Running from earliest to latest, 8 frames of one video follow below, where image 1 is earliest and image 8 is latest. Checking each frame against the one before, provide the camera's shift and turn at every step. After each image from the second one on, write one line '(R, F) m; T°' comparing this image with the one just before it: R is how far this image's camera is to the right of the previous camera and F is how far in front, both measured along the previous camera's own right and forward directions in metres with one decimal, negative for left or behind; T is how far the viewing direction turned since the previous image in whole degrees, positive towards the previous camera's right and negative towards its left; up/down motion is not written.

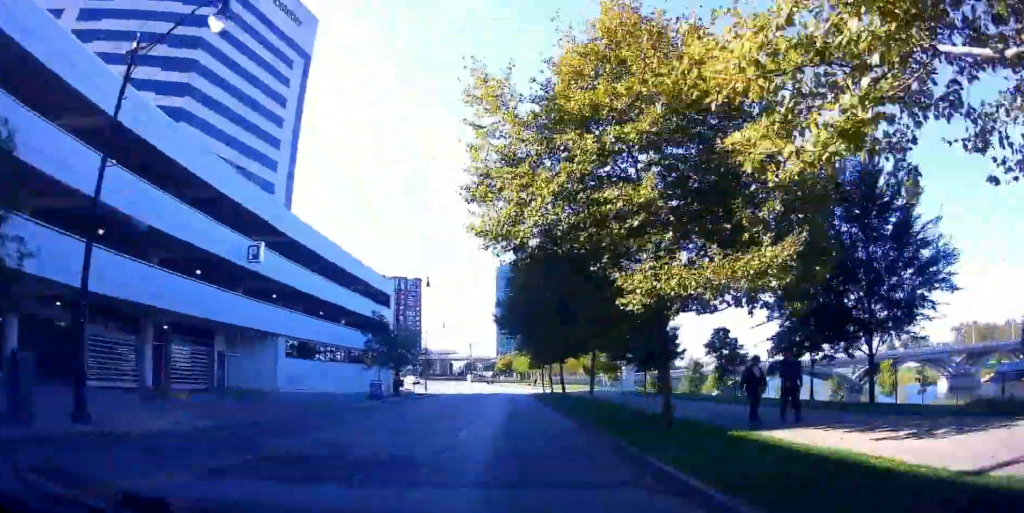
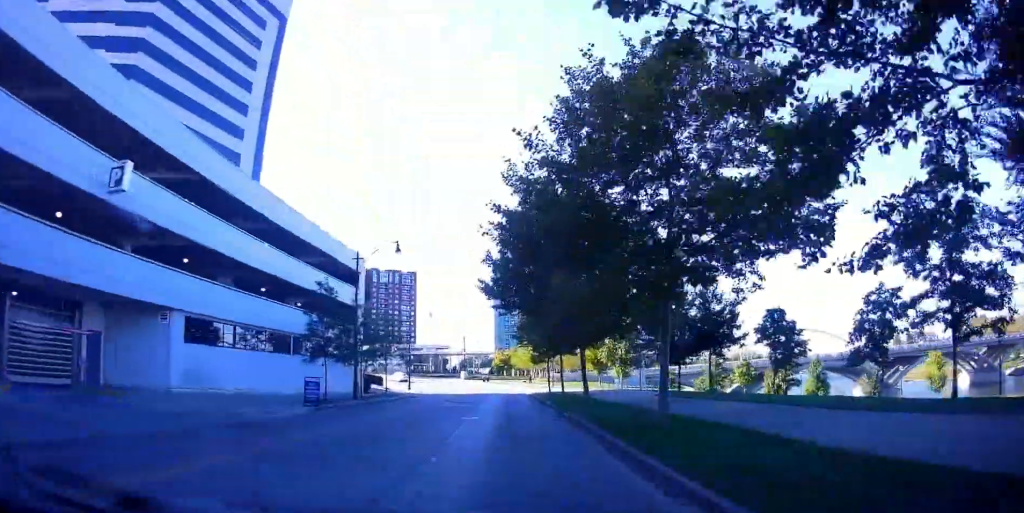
(-0.4, +11.7) m; -1°
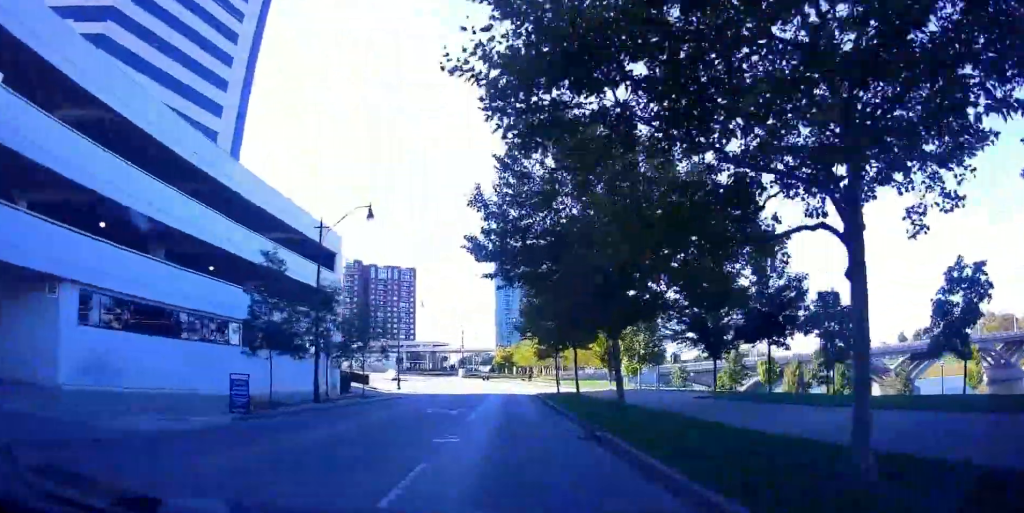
(-0.1, +7.4) m; +3°
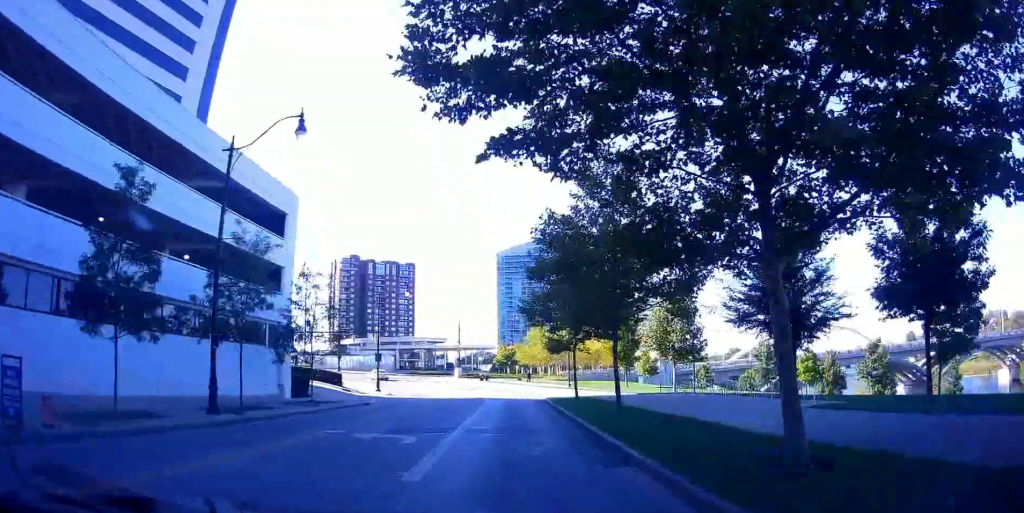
(+0.6, +10.0) m; +1°
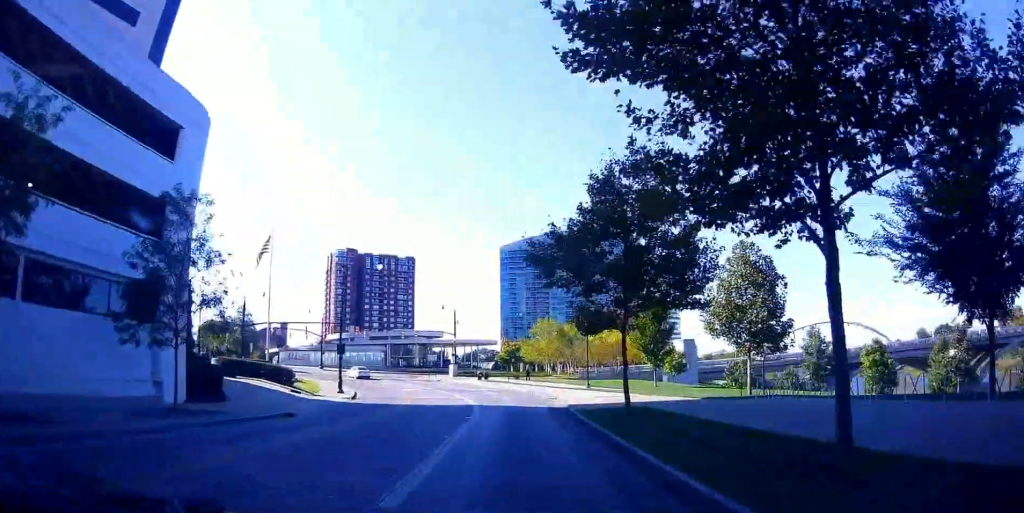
(-0.4, +12.5) m; -4°
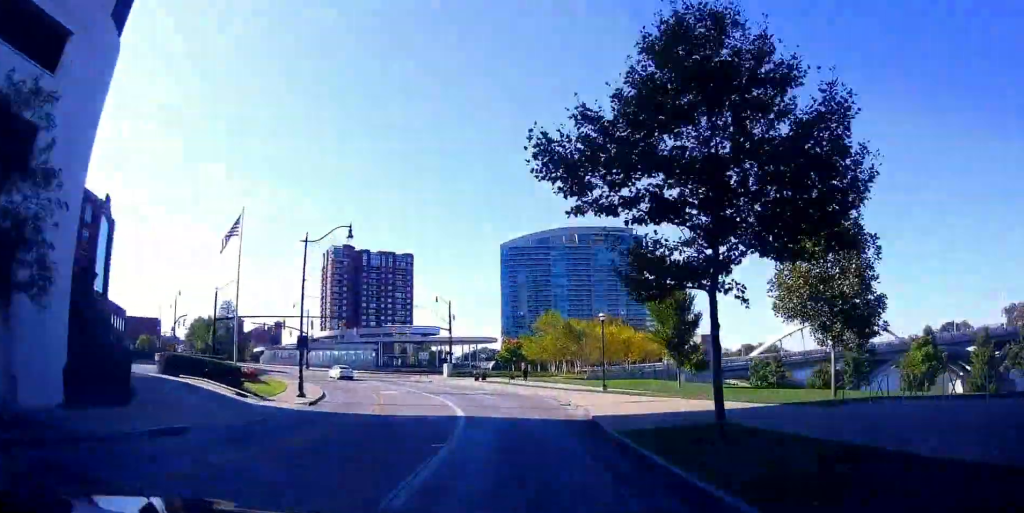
(-0.2, +7.8) m; 0°
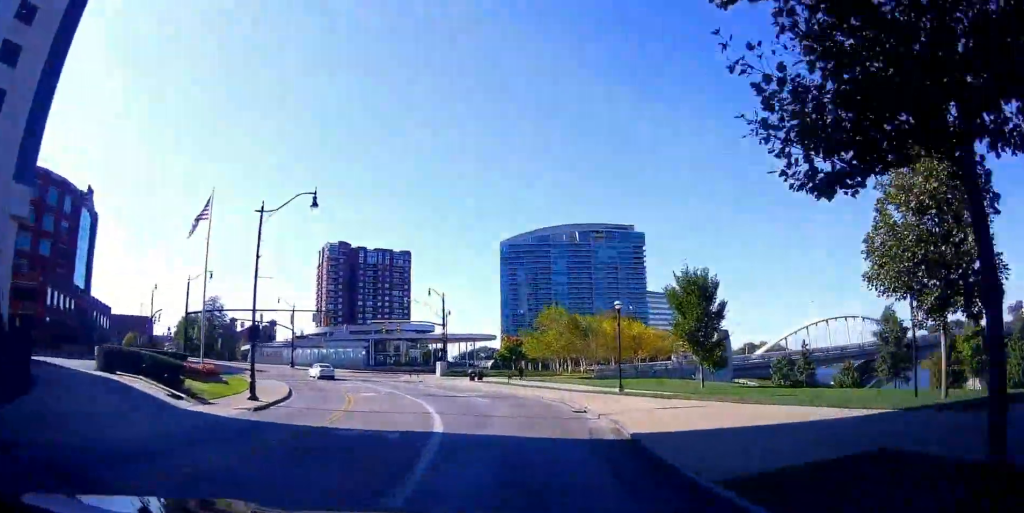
(-0.1, +6.3) m; +1°
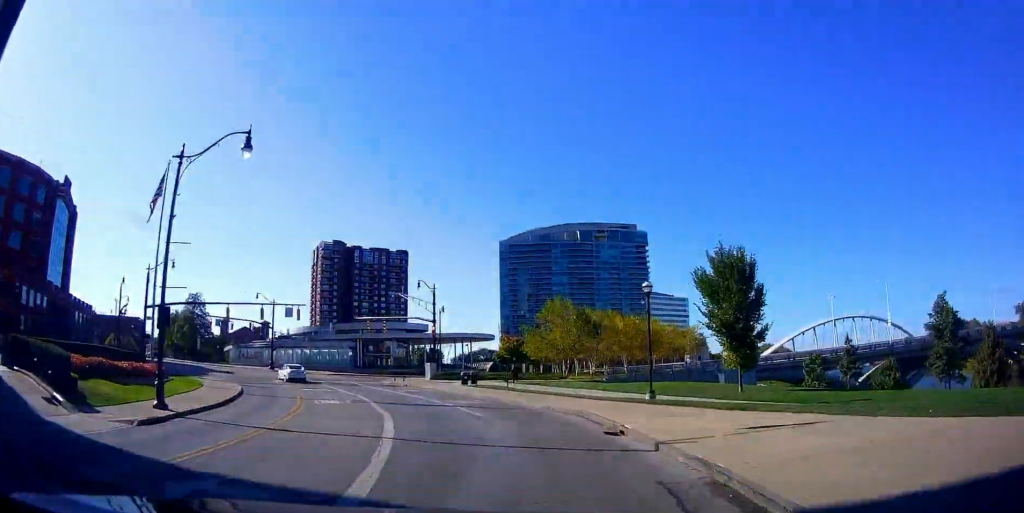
(+0.2, +7.4) m; -1°
